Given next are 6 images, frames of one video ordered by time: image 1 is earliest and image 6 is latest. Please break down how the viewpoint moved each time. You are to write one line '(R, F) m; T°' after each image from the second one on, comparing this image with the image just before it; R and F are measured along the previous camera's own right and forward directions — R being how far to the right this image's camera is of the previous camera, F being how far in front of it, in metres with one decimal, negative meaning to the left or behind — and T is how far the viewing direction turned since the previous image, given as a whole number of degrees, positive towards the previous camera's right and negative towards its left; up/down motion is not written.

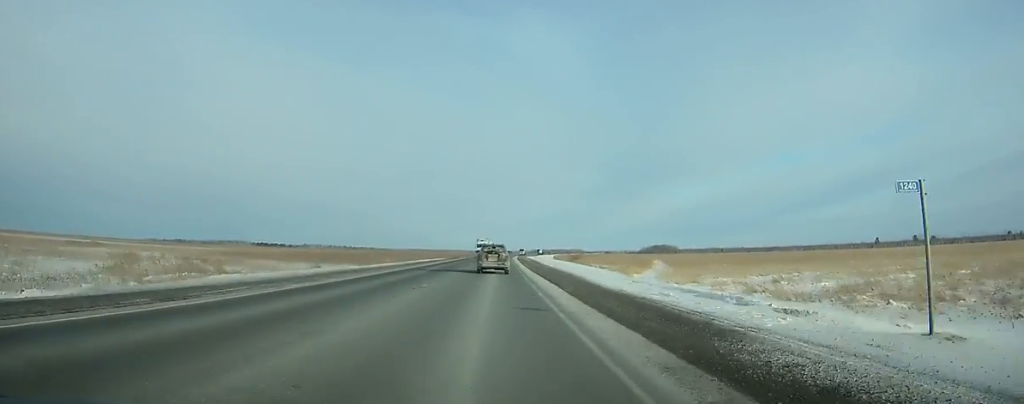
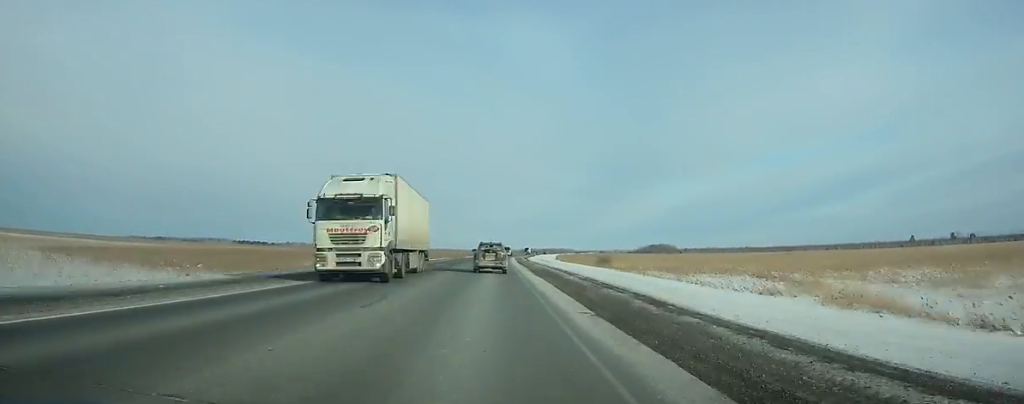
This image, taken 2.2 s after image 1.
(+0.1, +58.9) m; +1°
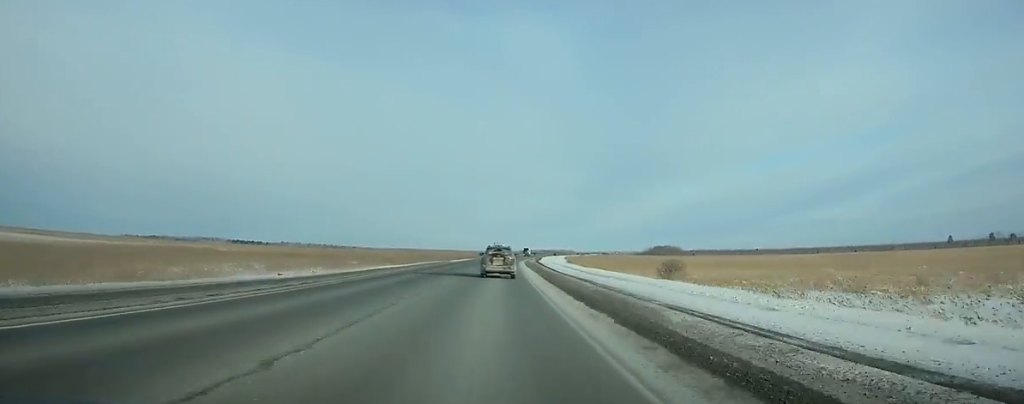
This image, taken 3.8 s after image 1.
(+0.3, +43.1) m; +1°
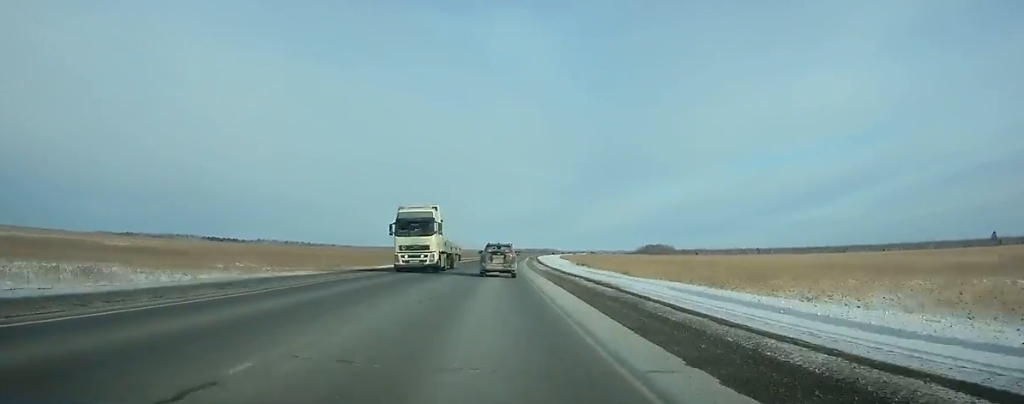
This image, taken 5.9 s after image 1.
(+0.2, +56.6) m; +1°
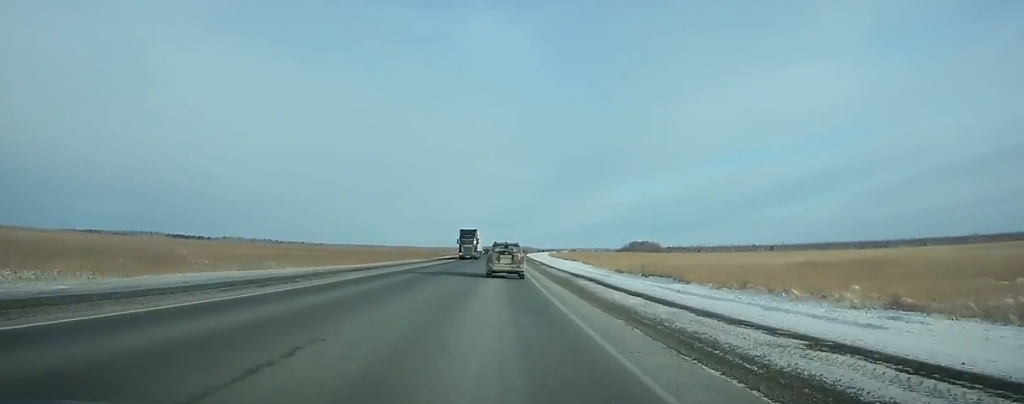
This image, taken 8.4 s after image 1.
(+1.0, +67.4) m; +2°
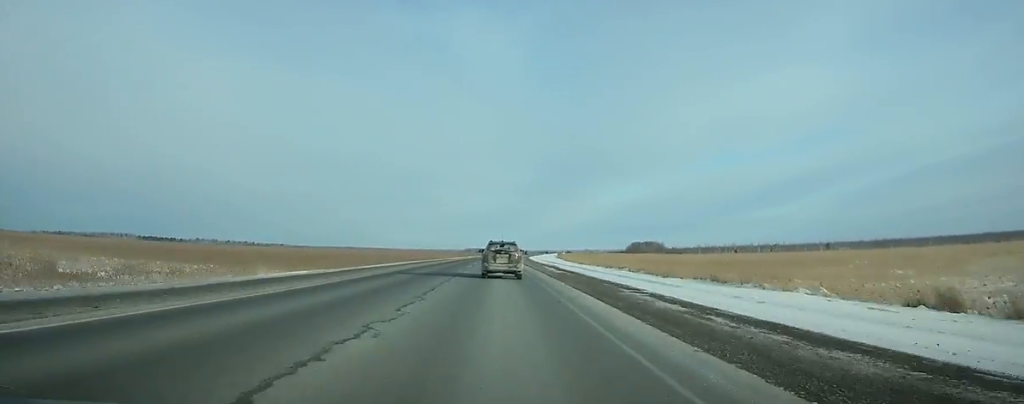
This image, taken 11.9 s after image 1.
(+1.2, +94.1) m; +1°
